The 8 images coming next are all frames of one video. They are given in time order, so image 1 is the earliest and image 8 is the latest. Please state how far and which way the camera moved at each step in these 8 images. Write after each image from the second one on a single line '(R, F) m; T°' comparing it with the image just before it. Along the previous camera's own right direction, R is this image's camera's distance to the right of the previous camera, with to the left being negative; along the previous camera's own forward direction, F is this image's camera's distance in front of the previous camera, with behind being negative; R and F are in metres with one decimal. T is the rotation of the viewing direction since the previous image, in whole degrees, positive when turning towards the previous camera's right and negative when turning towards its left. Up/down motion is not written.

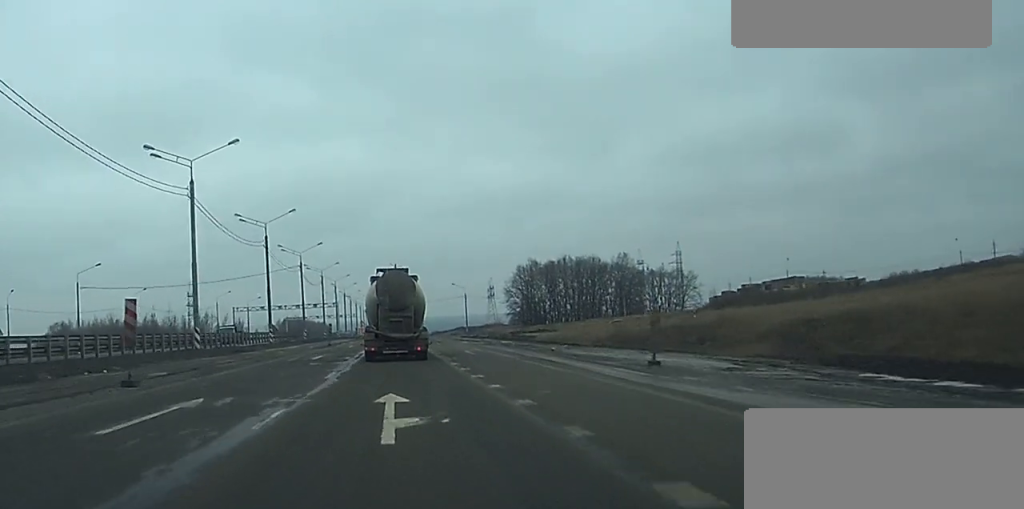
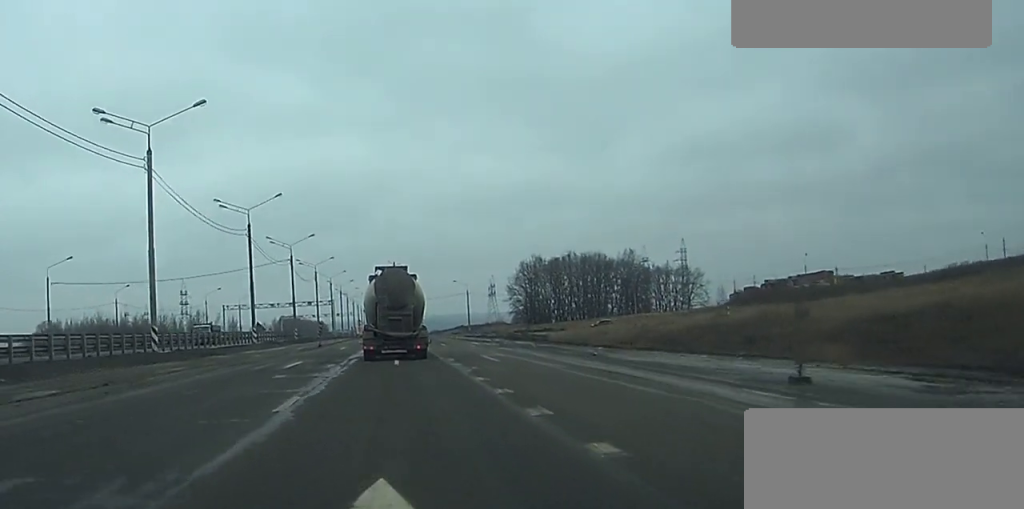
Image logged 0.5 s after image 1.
(0.0, +9.8) m; 0°
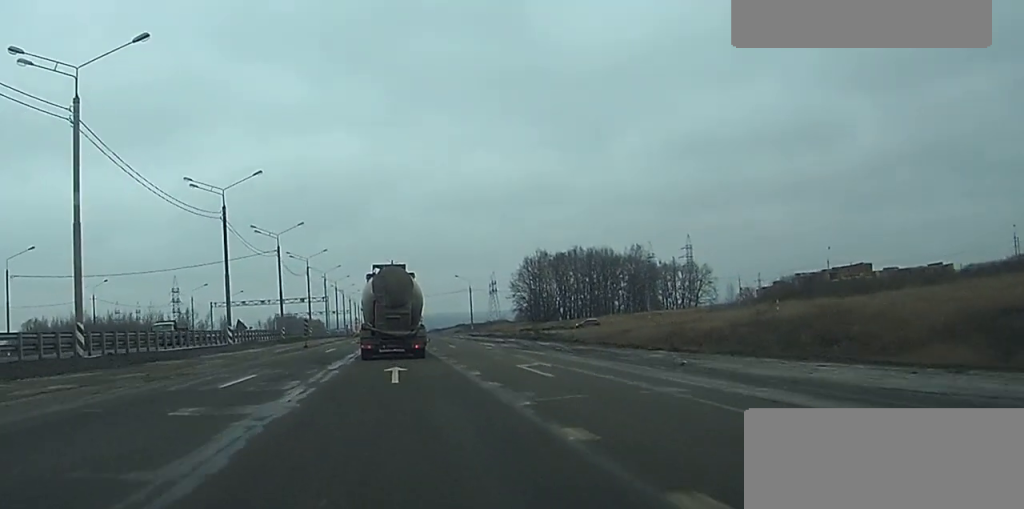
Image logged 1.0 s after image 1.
(0.0, +11.1) m; 0°
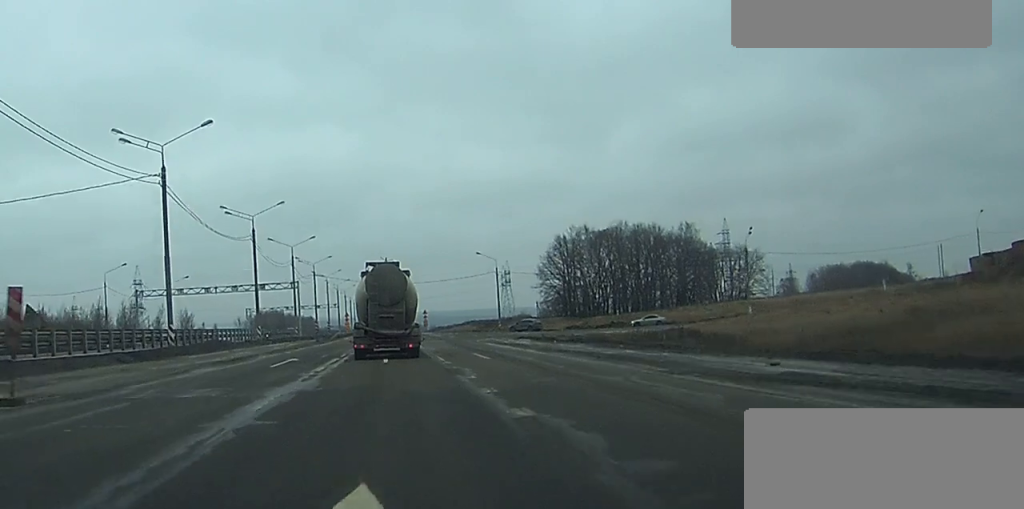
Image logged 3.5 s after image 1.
(0.0, +50.4) m; 0°
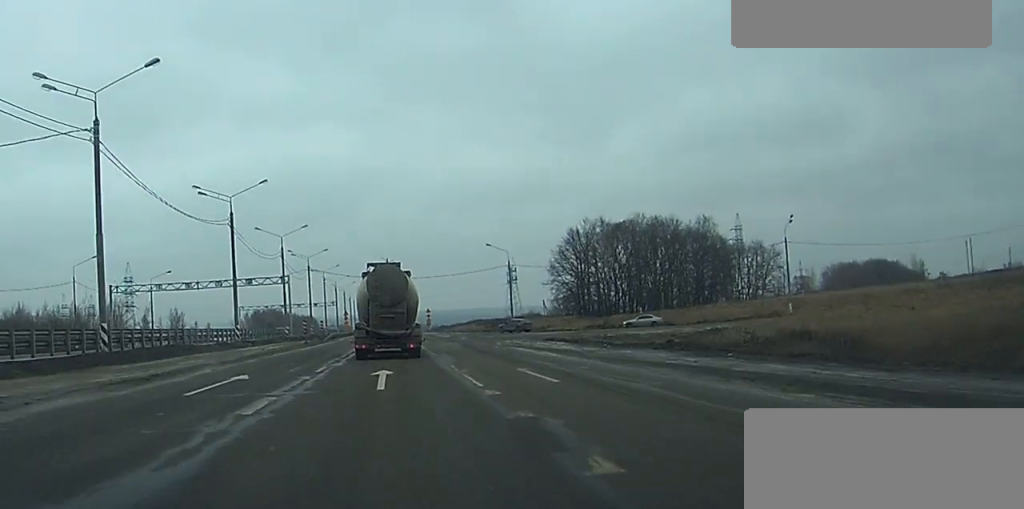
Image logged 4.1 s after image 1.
(0.0, +12.3) m; 0°
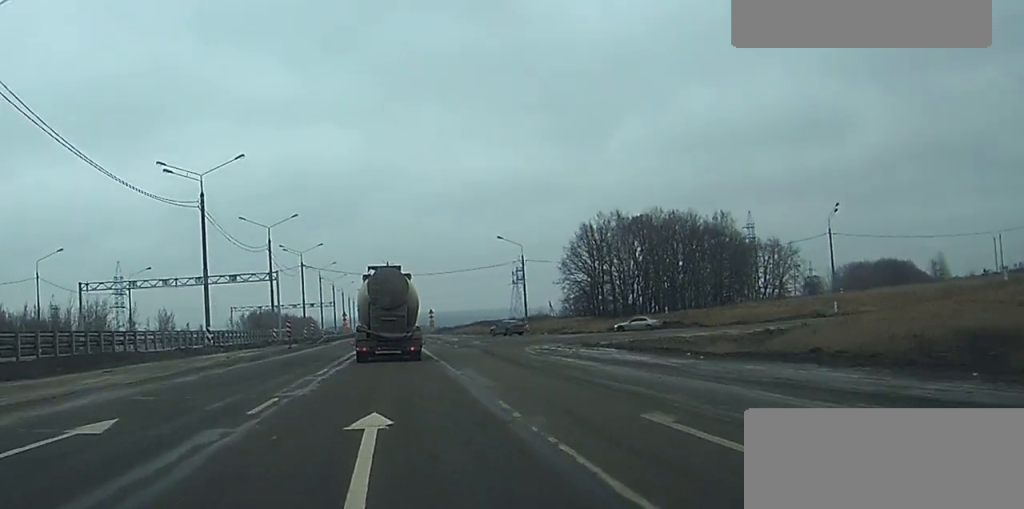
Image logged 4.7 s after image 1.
(0.0, +11.6) m; 0°
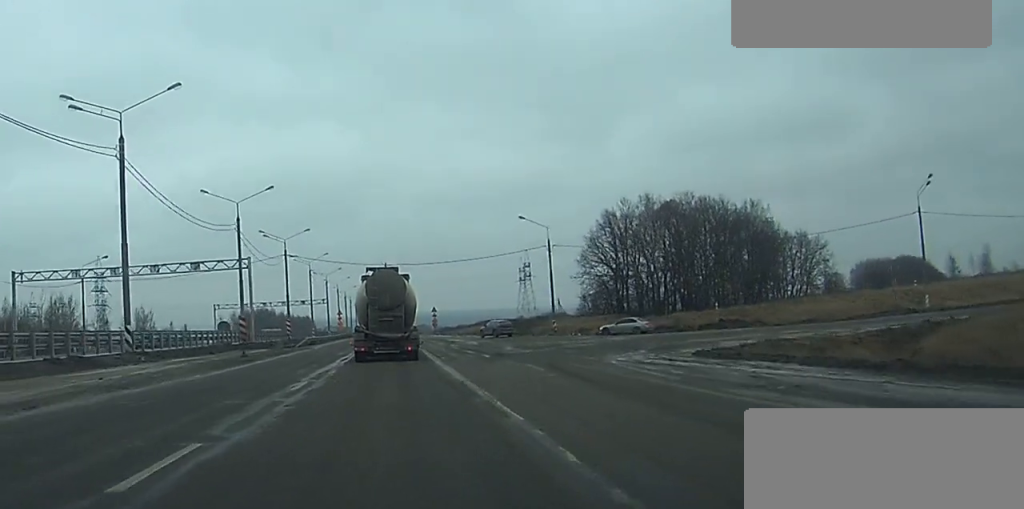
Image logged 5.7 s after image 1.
(0.0, +18.5) m; -2°
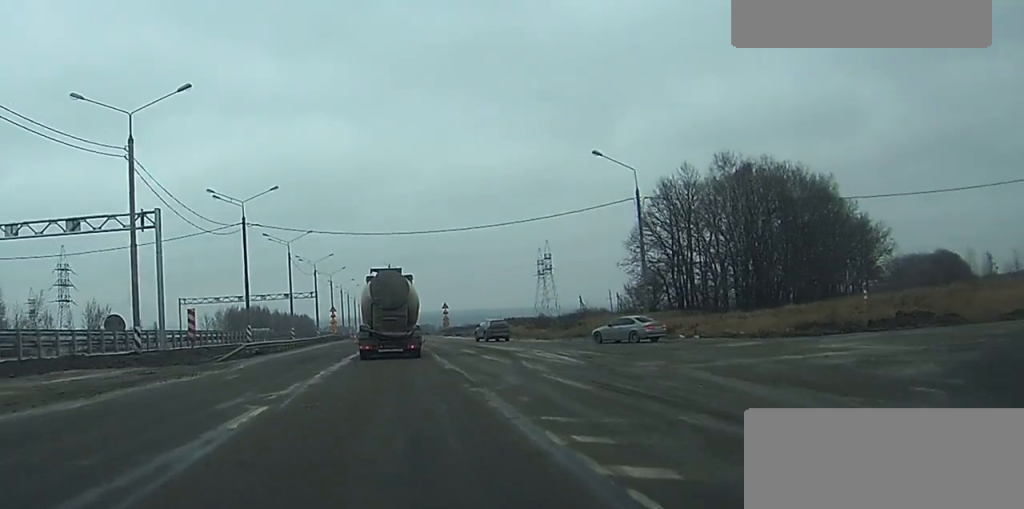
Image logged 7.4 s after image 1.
(+0.6, +31.5) m; +3°
